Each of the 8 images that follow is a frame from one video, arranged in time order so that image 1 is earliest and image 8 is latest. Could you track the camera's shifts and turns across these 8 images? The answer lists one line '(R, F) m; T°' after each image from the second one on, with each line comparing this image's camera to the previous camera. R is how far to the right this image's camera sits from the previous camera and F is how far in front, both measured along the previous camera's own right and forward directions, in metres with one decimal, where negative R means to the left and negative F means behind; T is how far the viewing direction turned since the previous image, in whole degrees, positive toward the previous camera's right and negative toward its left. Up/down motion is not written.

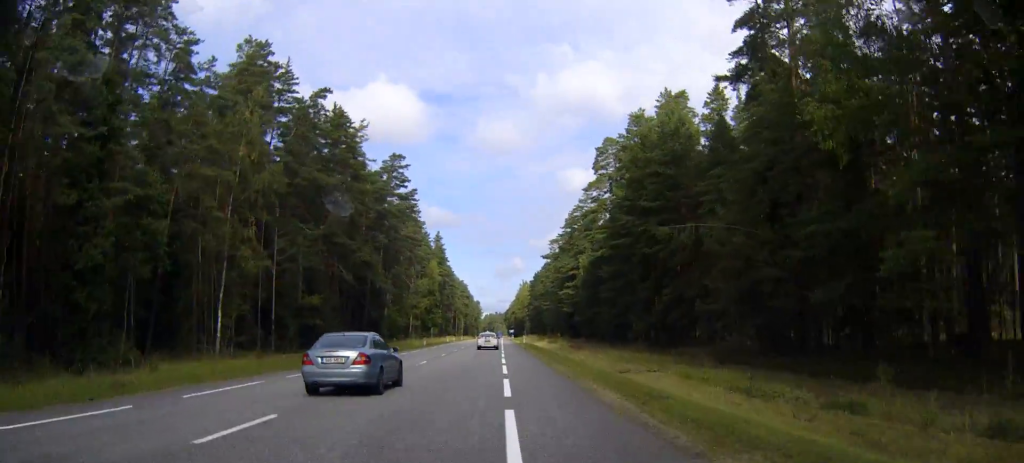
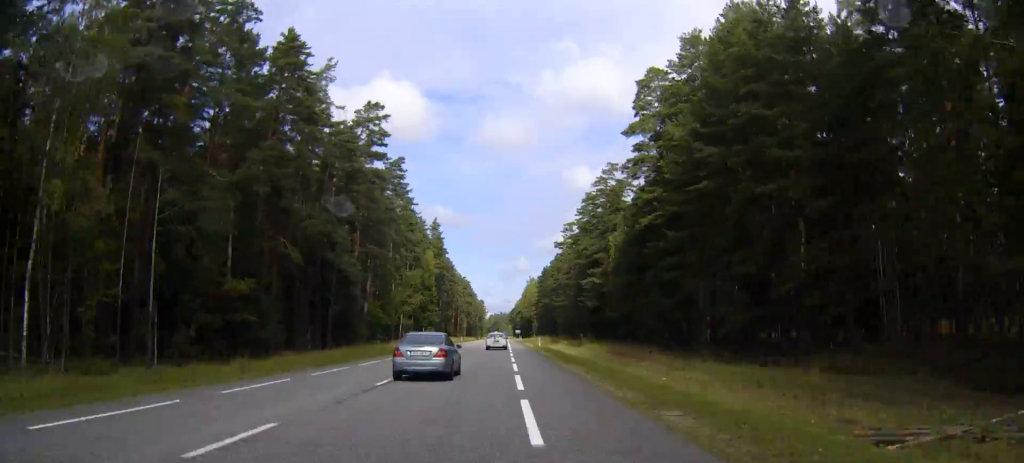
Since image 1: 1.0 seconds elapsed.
(-0.6, +26.4) m; -1°
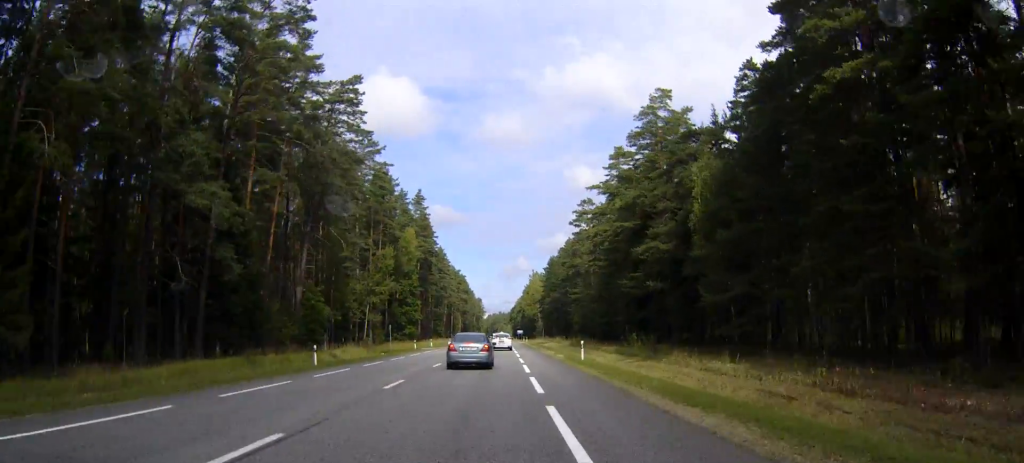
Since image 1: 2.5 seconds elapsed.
(-0.4, +37.4) m; -2°
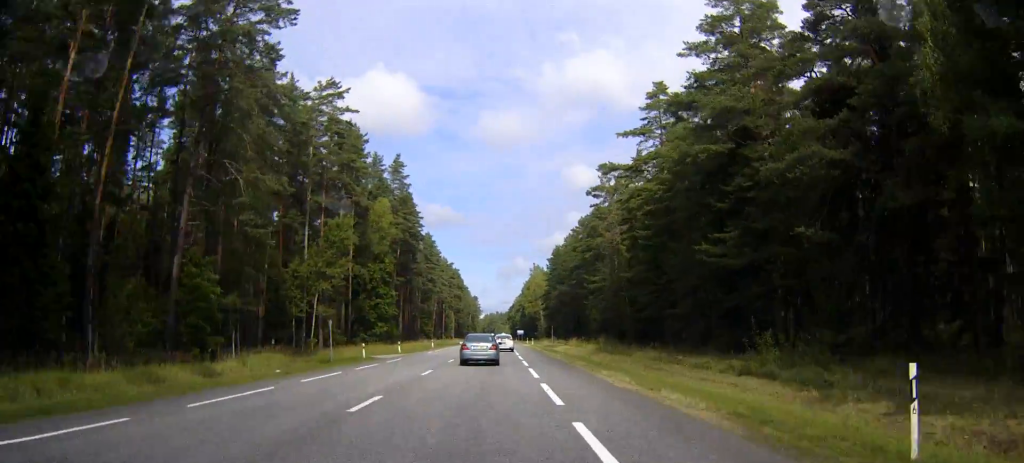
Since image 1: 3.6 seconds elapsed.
(-0.5, +28.0) m; -1°
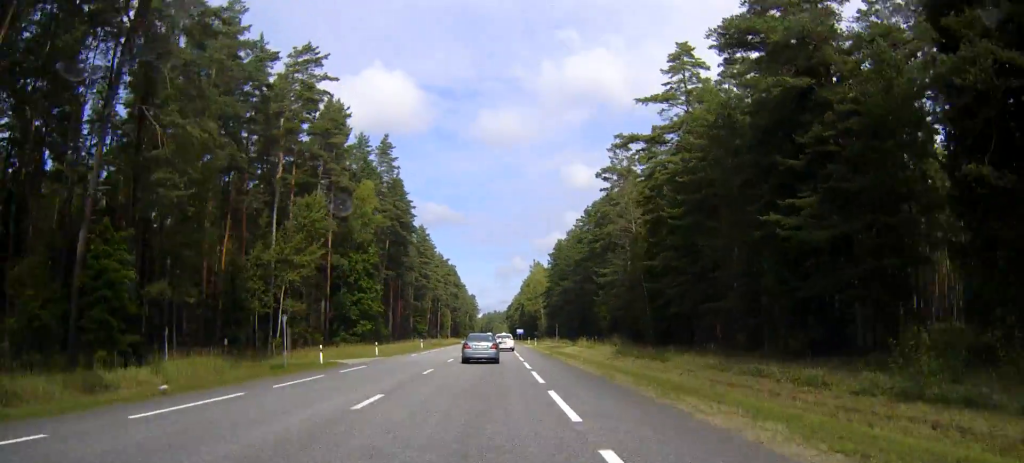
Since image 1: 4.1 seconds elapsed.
(0.0, +10.7) m; 0°
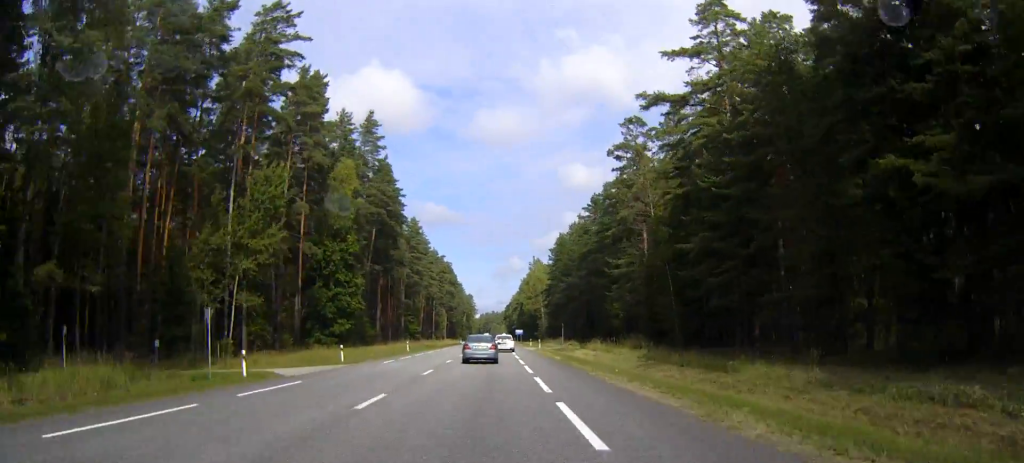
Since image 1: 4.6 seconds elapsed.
(0.0, +10.6) m; +1°
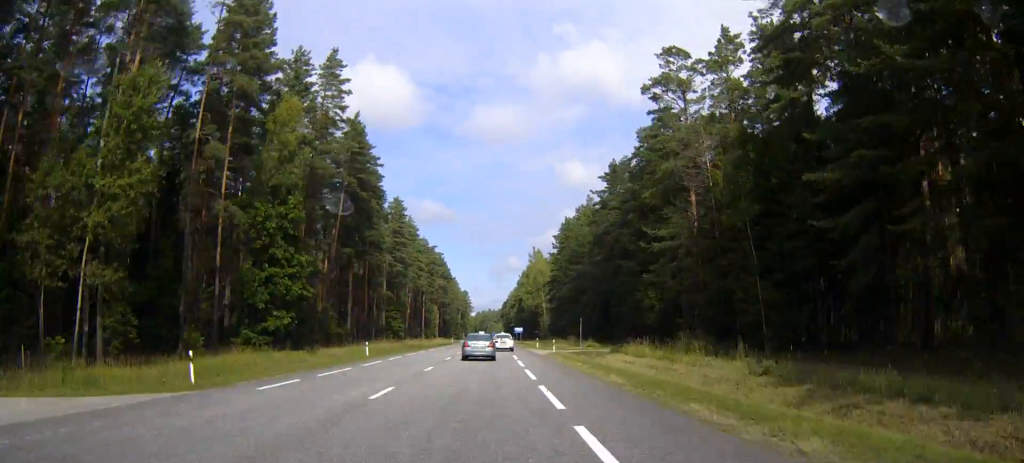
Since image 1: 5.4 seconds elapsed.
(+0.2, +19.5) m; +1°
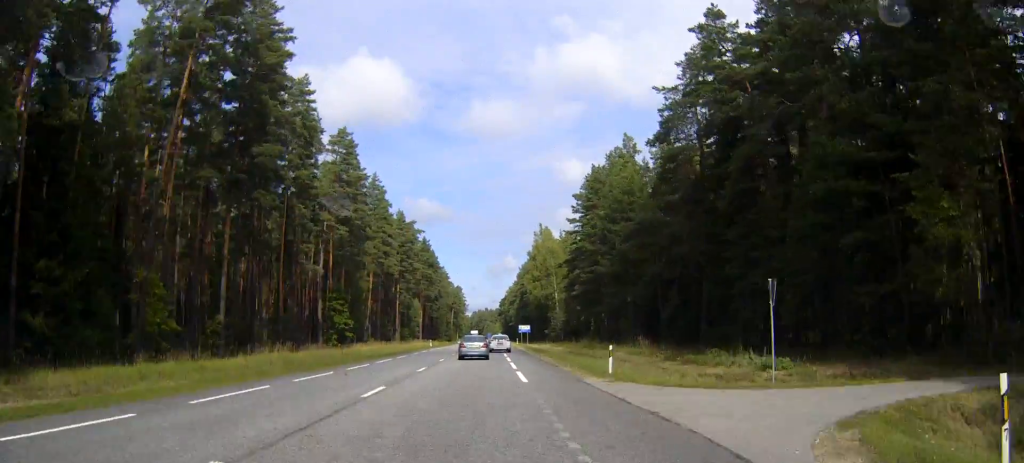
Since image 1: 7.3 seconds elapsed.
(-0.2, +40.9) m; -1°
